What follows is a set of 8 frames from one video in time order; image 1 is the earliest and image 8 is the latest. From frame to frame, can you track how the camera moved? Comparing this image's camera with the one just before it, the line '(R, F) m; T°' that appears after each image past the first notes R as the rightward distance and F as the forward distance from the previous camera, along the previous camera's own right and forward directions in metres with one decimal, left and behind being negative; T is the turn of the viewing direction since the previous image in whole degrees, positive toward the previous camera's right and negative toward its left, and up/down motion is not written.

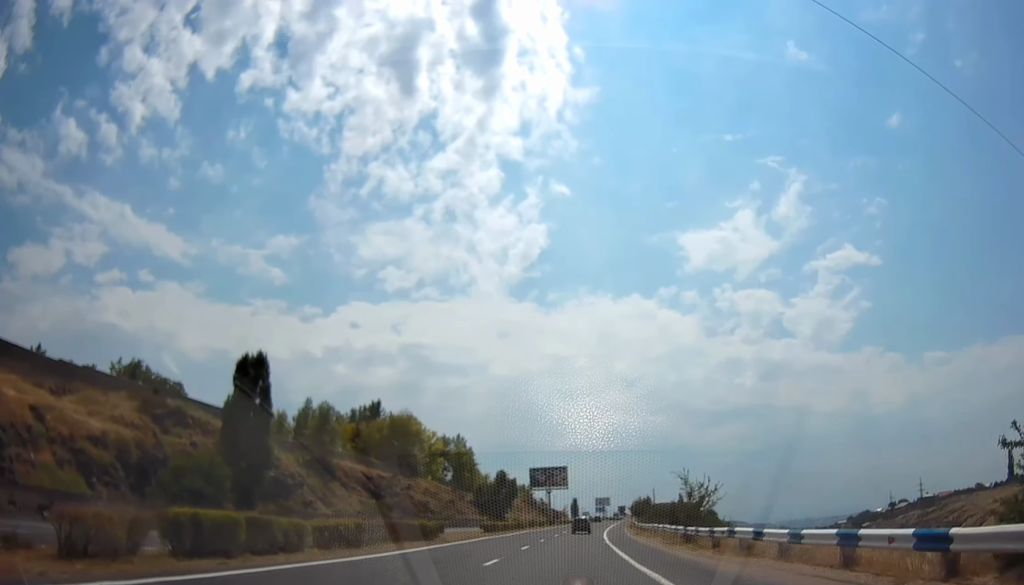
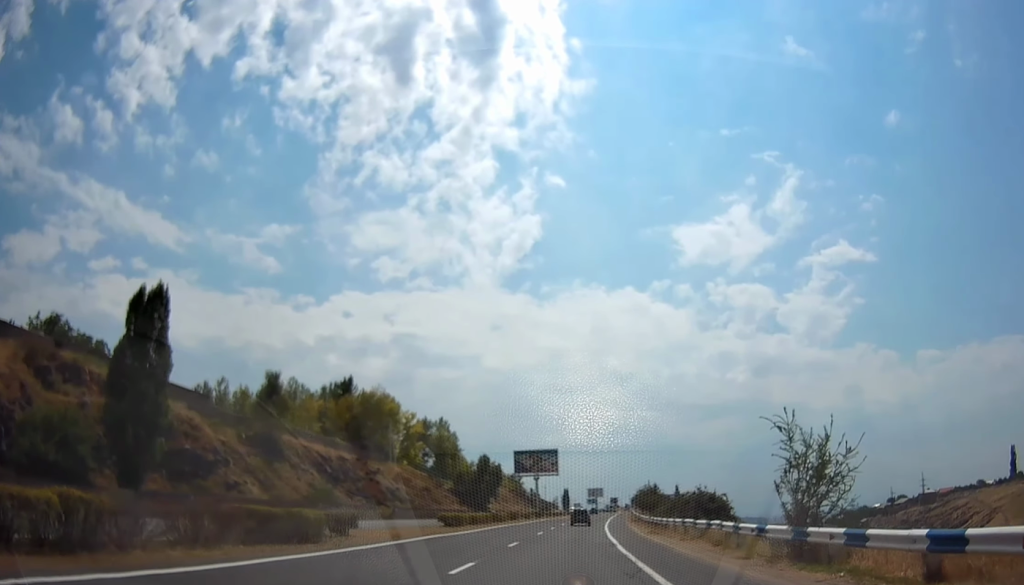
(+0.1, +16.2) m; +2°
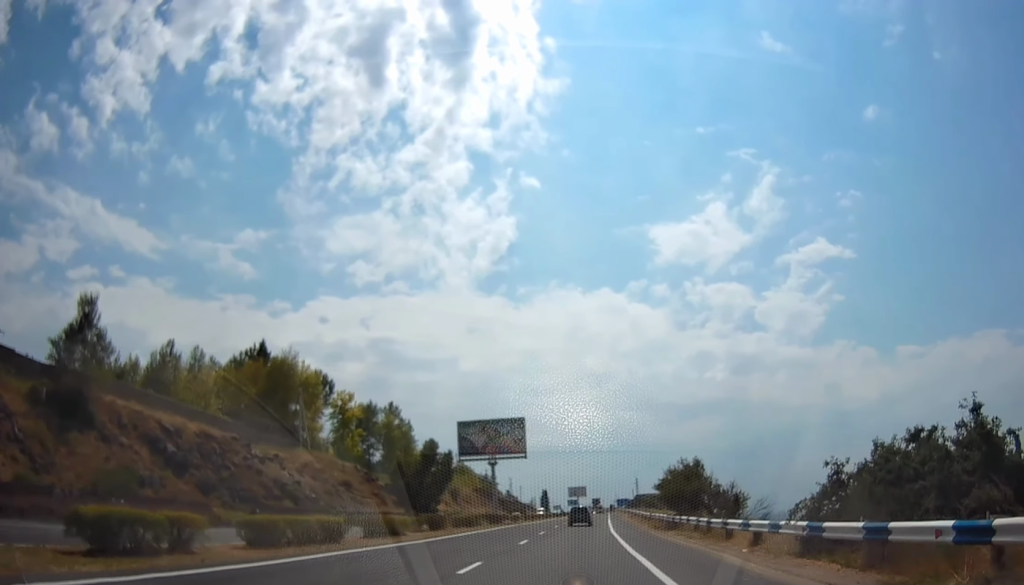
(+1.2, +34.7) m; +1°
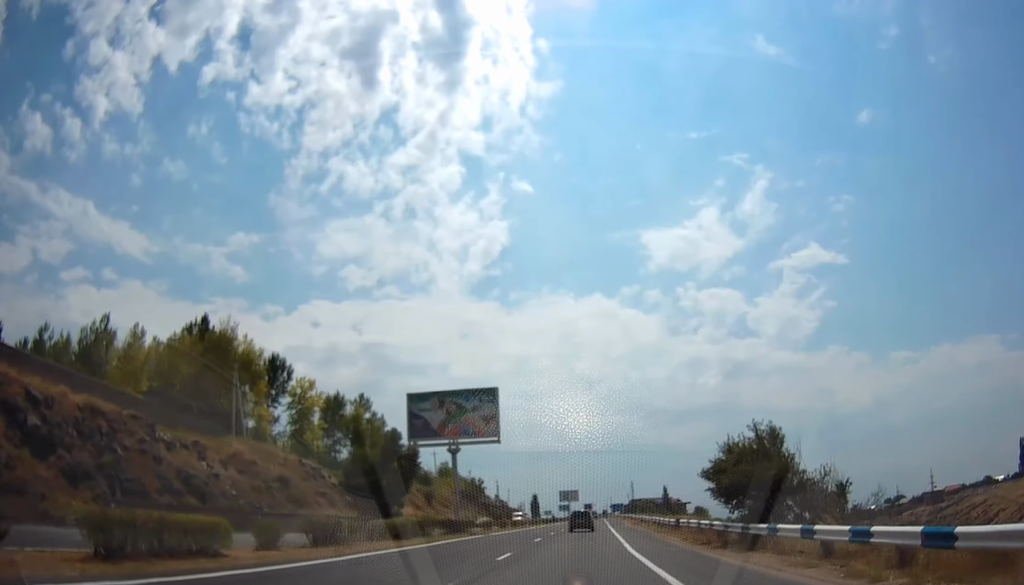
(-0.3, +16.8) m; 0°
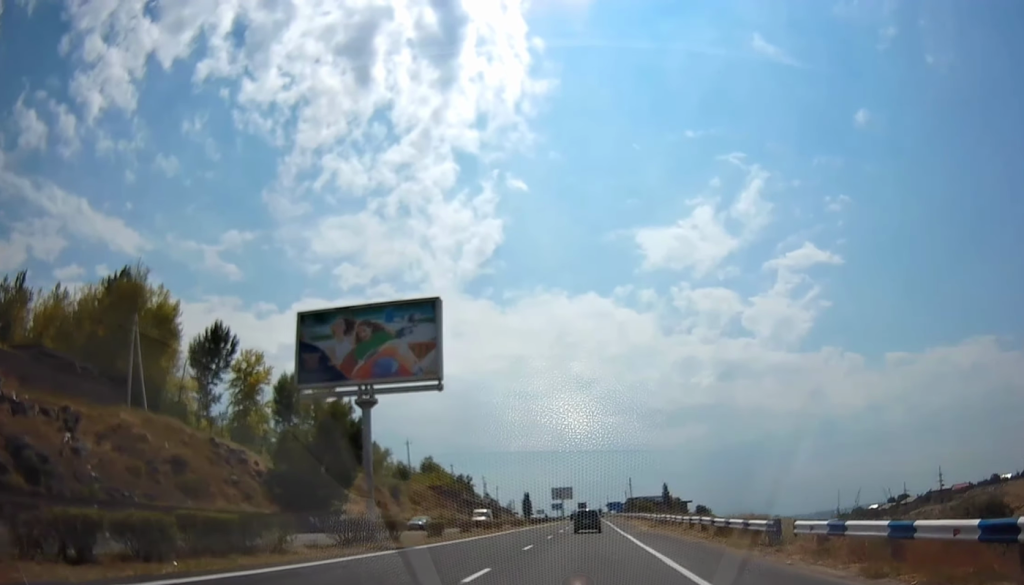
(0.0, +19.4) m; +1°
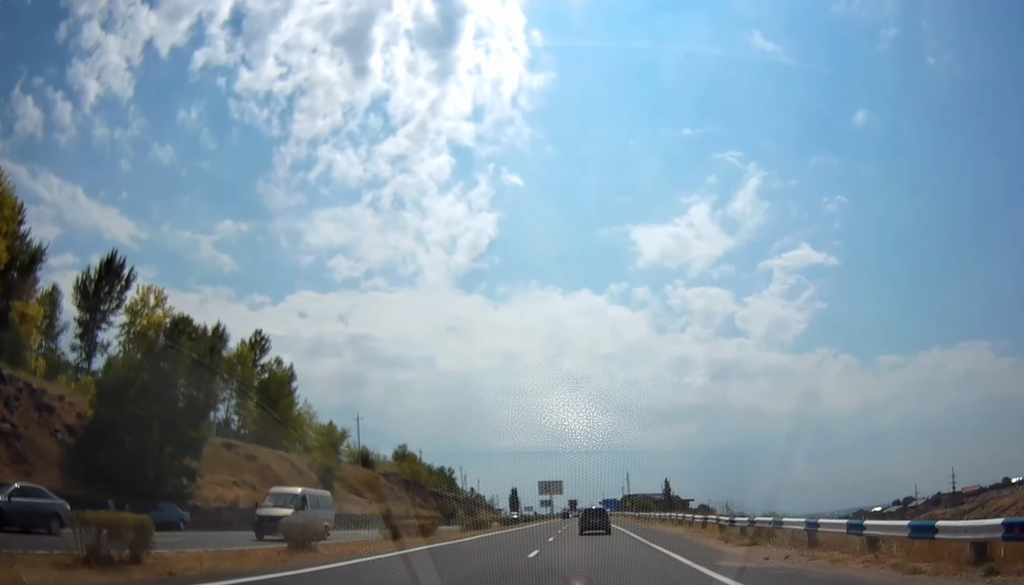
(+0.6, +26.9) m; +2°
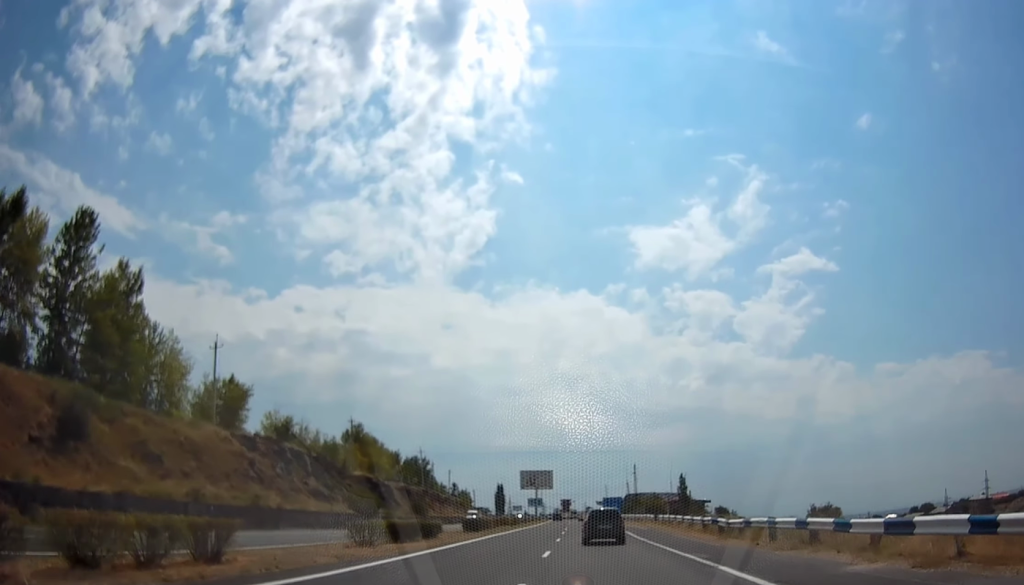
(+0.5, +44.3) m; 0°
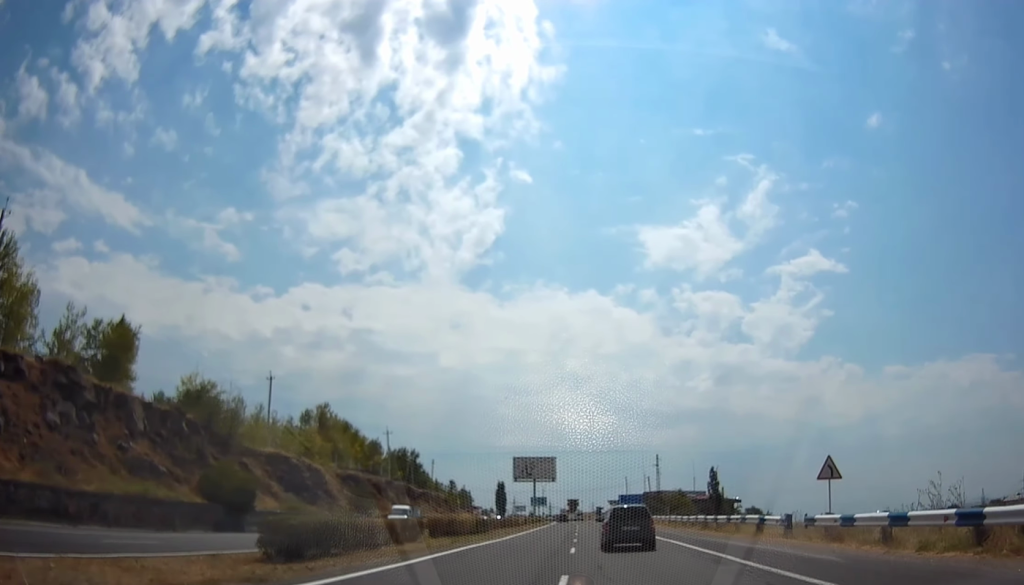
(0.0, +32.3) m; +1°
